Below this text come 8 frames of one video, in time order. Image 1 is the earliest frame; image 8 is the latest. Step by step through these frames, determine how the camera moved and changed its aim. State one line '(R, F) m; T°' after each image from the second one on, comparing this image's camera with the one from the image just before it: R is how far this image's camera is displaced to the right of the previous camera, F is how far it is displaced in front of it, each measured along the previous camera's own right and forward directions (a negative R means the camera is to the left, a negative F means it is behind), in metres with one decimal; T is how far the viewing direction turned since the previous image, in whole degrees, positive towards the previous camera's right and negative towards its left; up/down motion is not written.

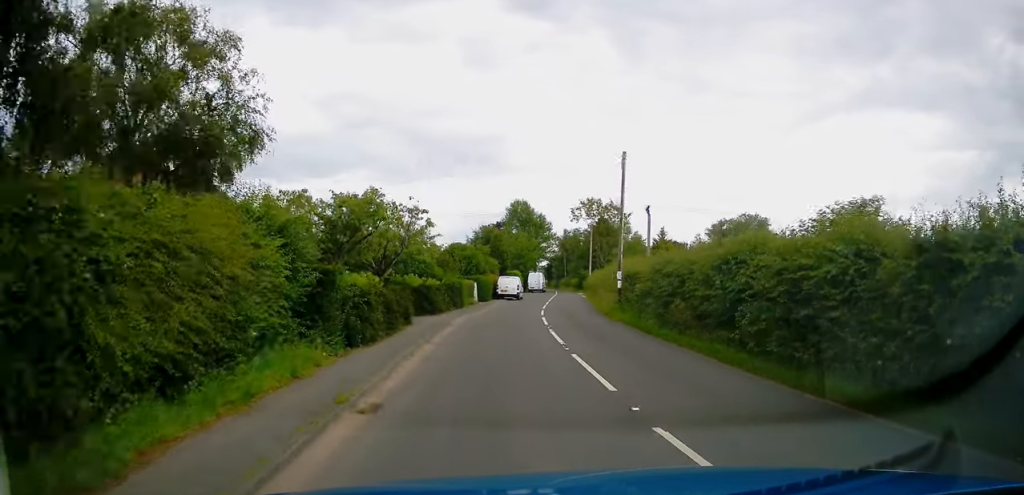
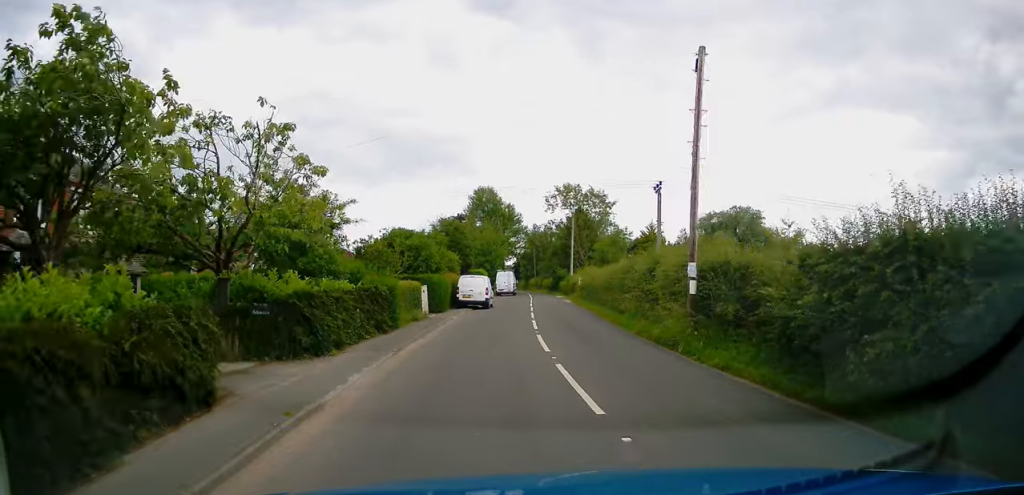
(+0.2, +13.1) m; +3°
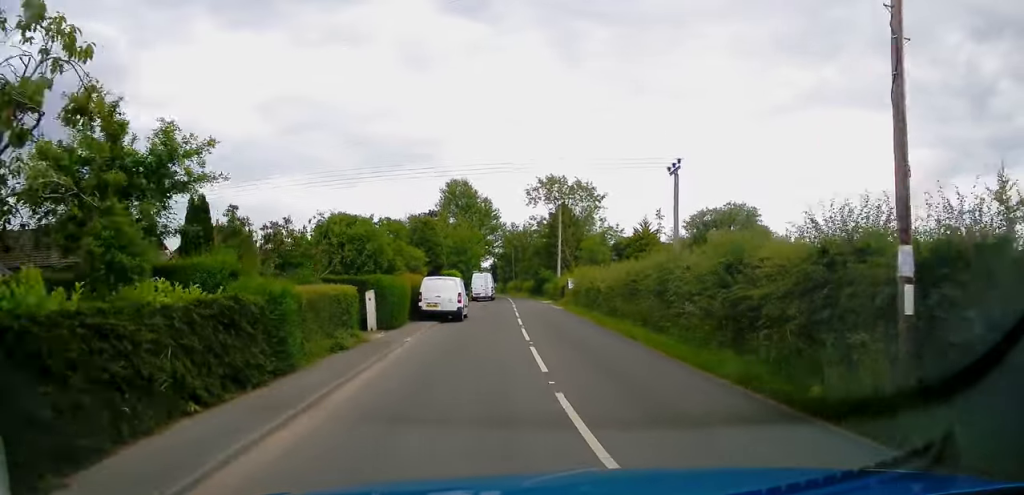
(+0.2, +7.9) m; +2°
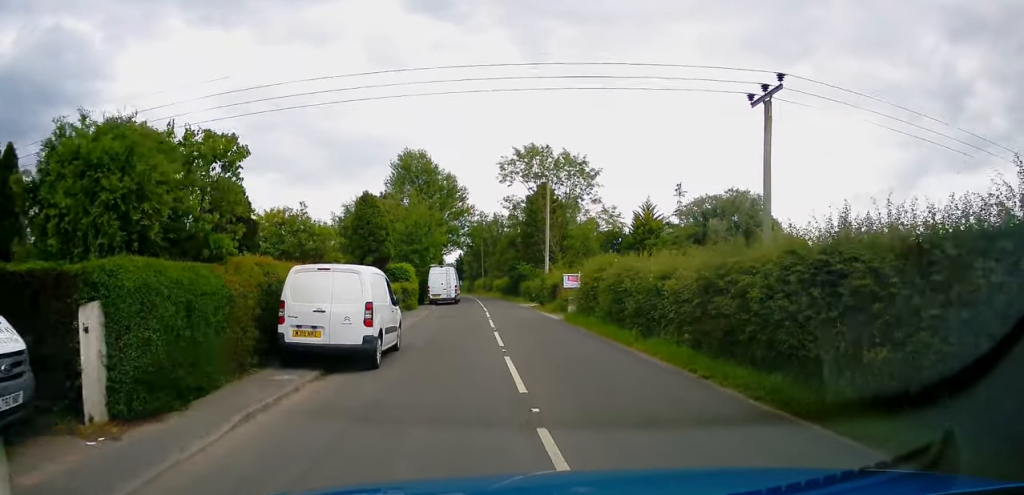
(+0.6, +13.6) m; +3°
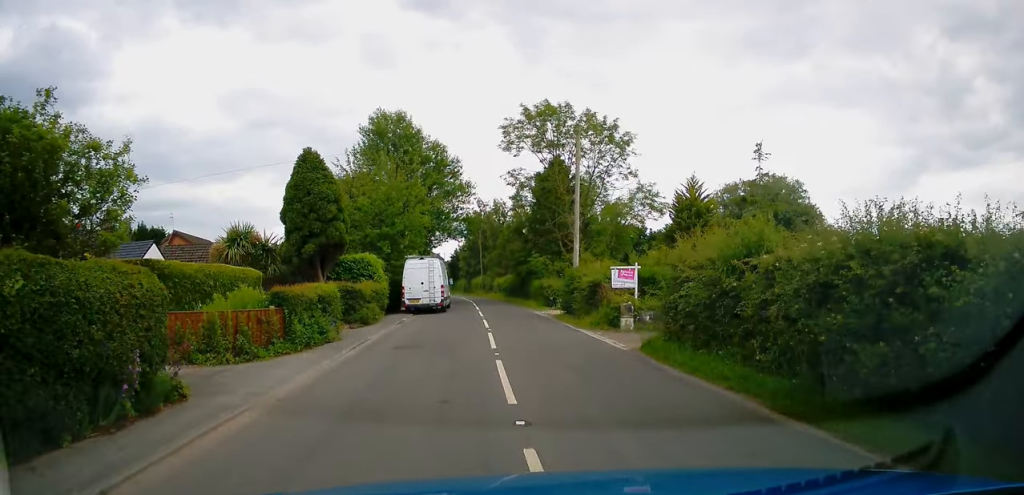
(+0.1, +12.5) m; +1°
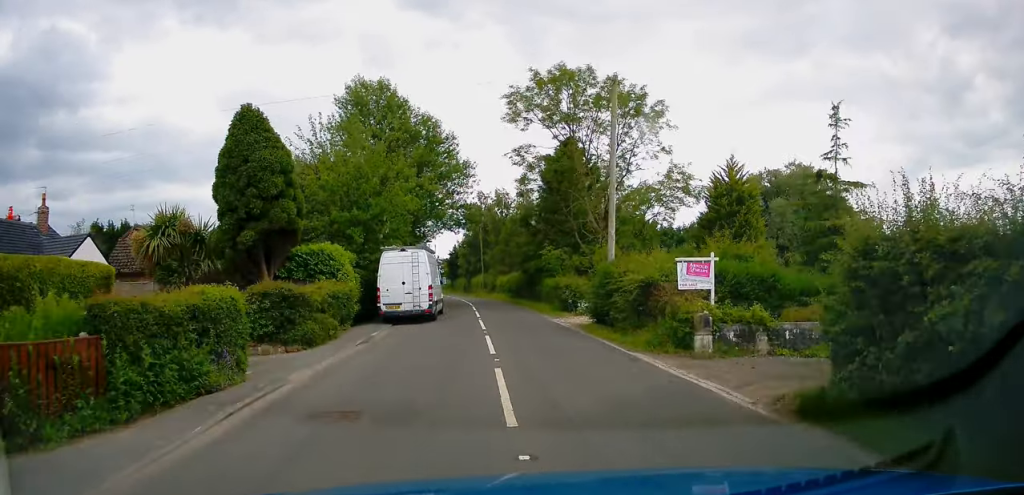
(-0.1, +7.0) m; +1°
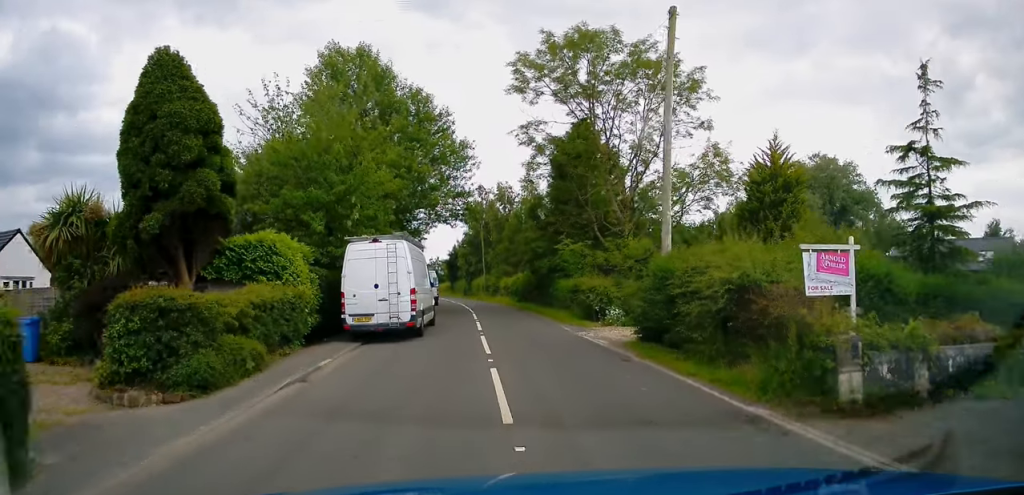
(+0.1, +5.7) m; 0°
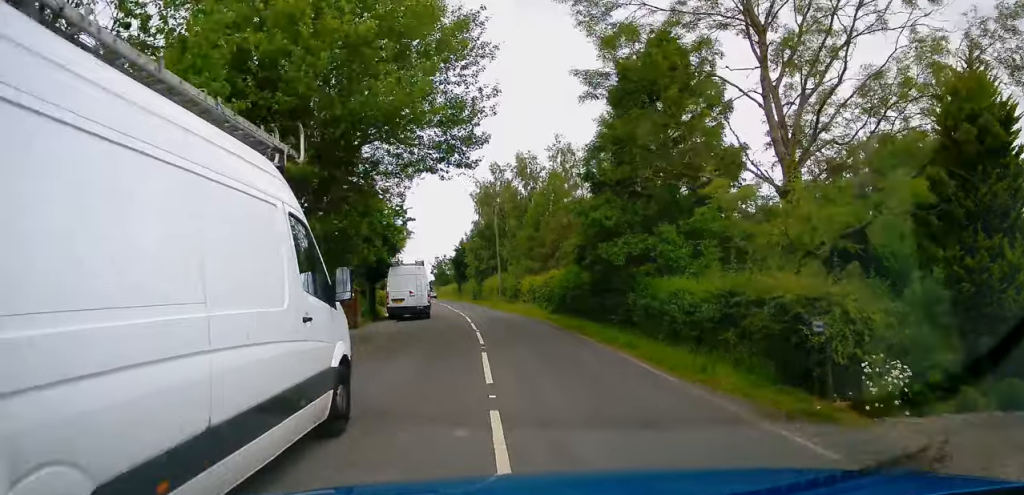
(-0.2, +15.0) m; -2°
